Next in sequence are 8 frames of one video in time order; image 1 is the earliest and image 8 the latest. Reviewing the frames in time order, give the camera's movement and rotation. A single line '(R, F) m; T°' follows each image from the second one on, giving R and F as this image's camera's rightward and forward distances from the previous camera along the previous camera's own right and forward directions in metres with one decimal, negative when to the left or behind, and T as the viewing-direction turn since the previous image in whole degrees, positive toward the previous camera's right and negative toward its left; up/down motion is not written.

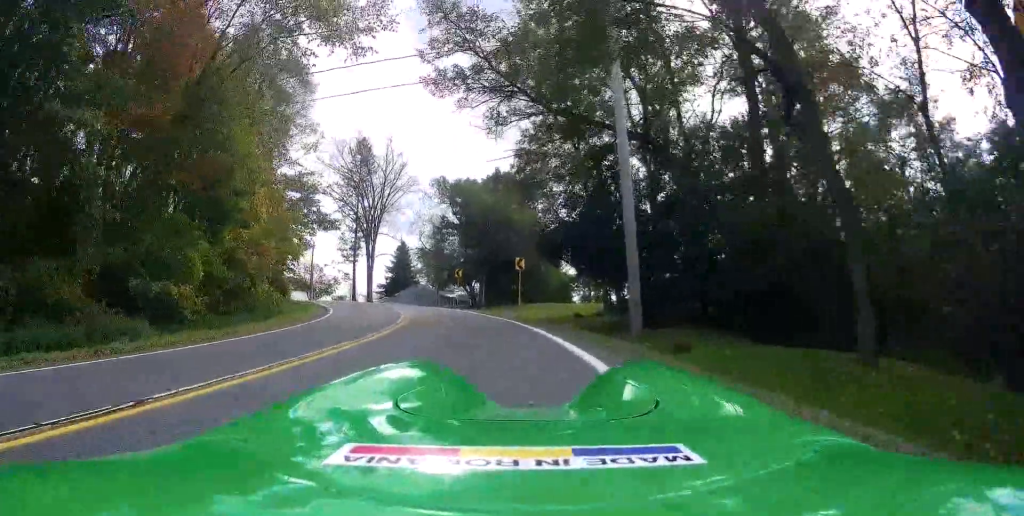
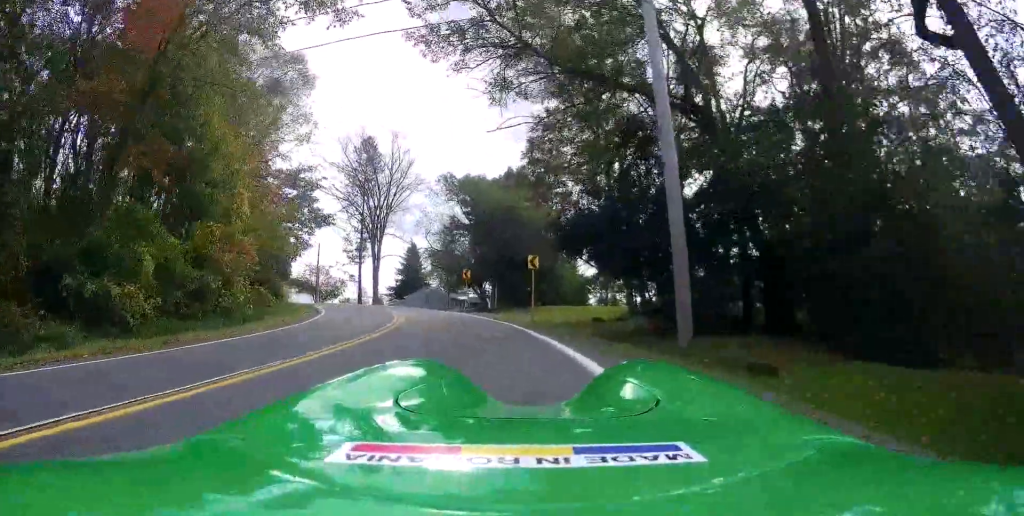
(0.0, +4.2) m; 0°
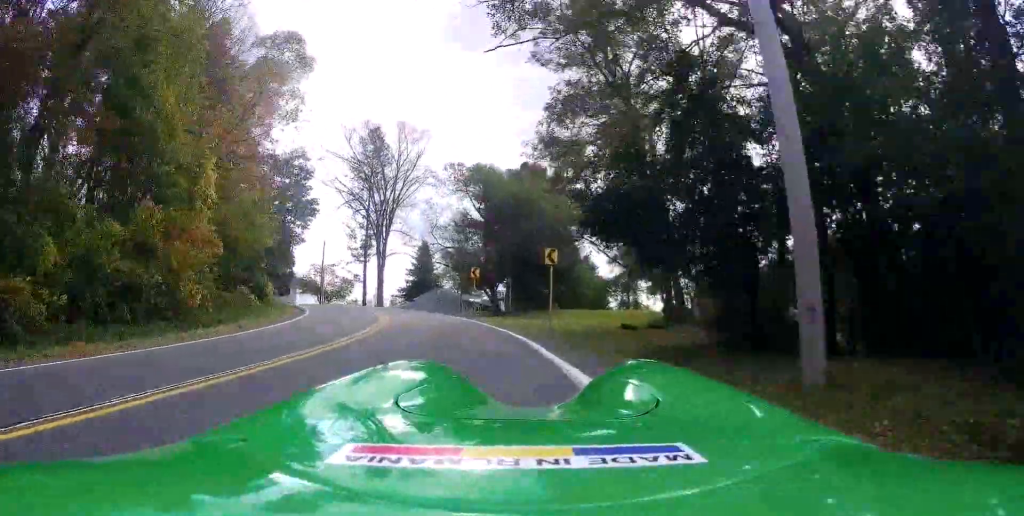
(0.0, +6.0) m; 0°
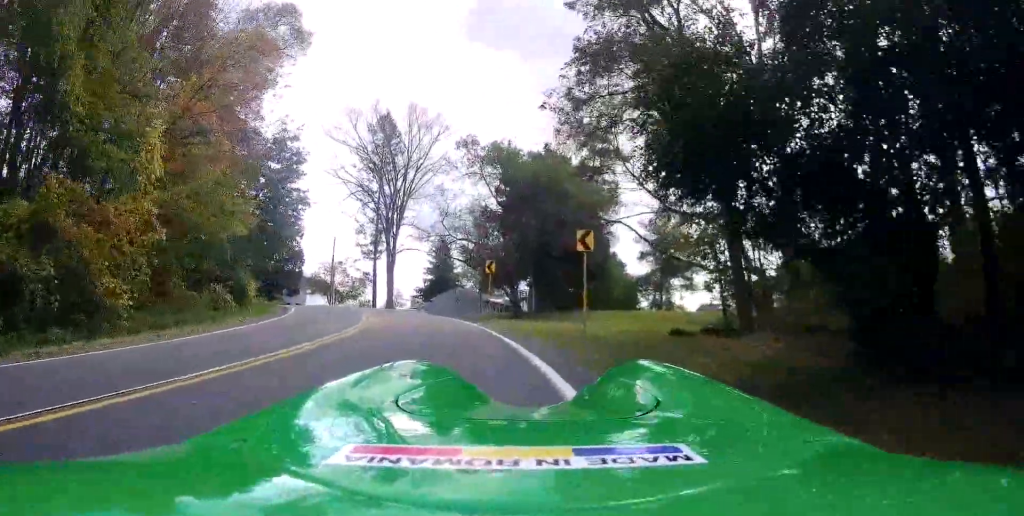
(0.0, +8.0) m; -3°
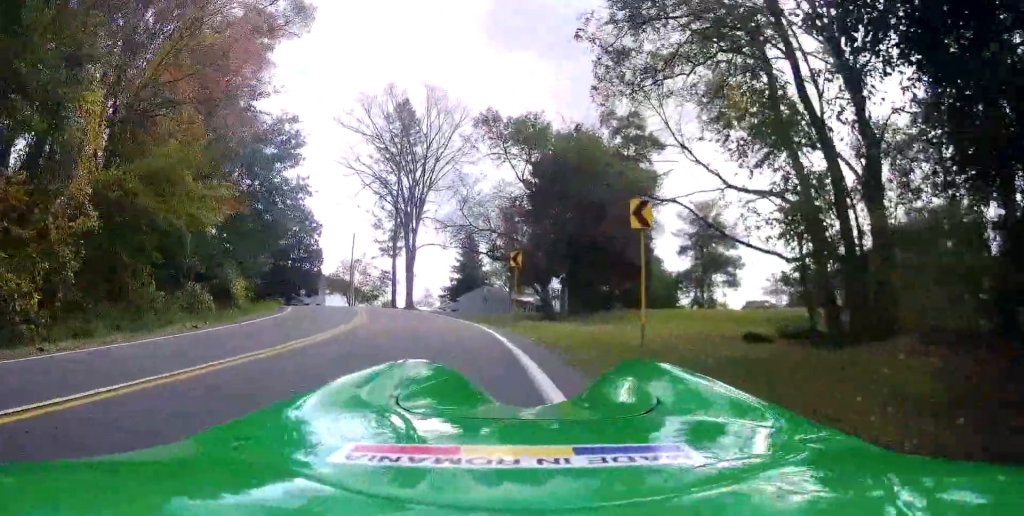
(-0.1, +6.8) m; -5°
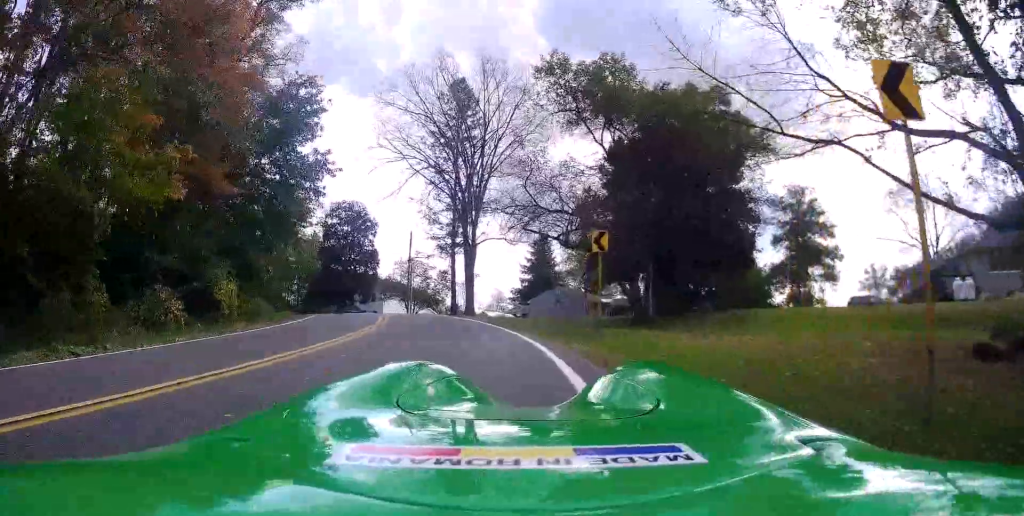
(-0.7, +7.9) m; -7°
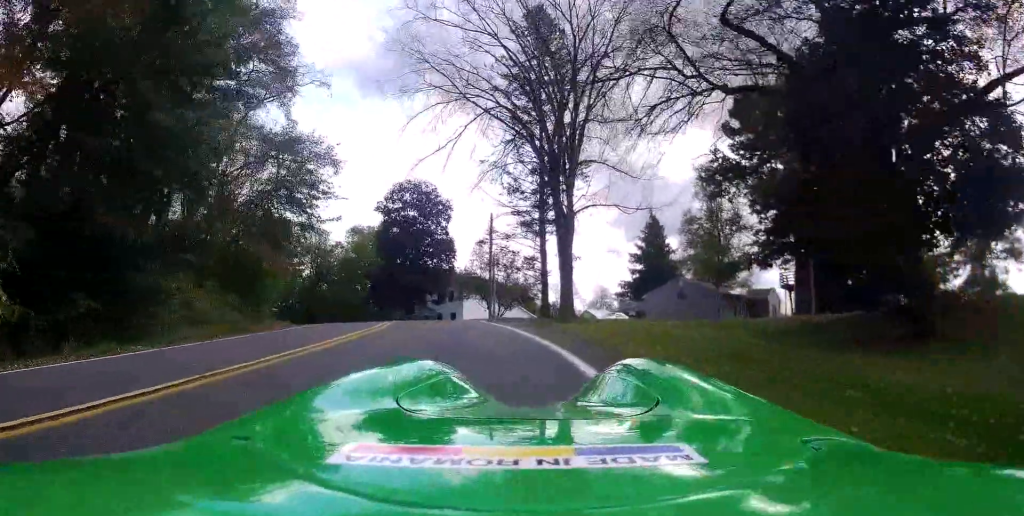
(-1.0, +15.3) m; -8°
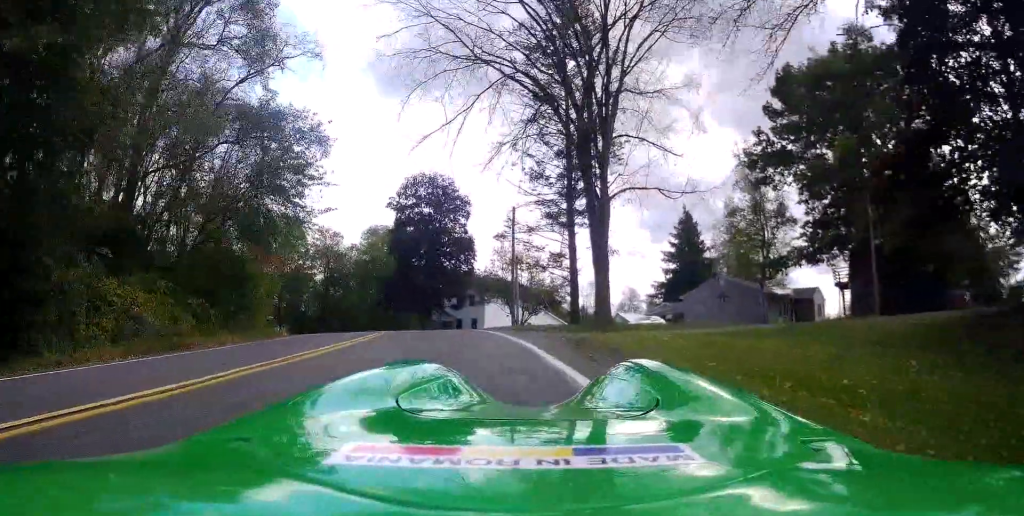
(-0.1, +5.0) m; -11°
